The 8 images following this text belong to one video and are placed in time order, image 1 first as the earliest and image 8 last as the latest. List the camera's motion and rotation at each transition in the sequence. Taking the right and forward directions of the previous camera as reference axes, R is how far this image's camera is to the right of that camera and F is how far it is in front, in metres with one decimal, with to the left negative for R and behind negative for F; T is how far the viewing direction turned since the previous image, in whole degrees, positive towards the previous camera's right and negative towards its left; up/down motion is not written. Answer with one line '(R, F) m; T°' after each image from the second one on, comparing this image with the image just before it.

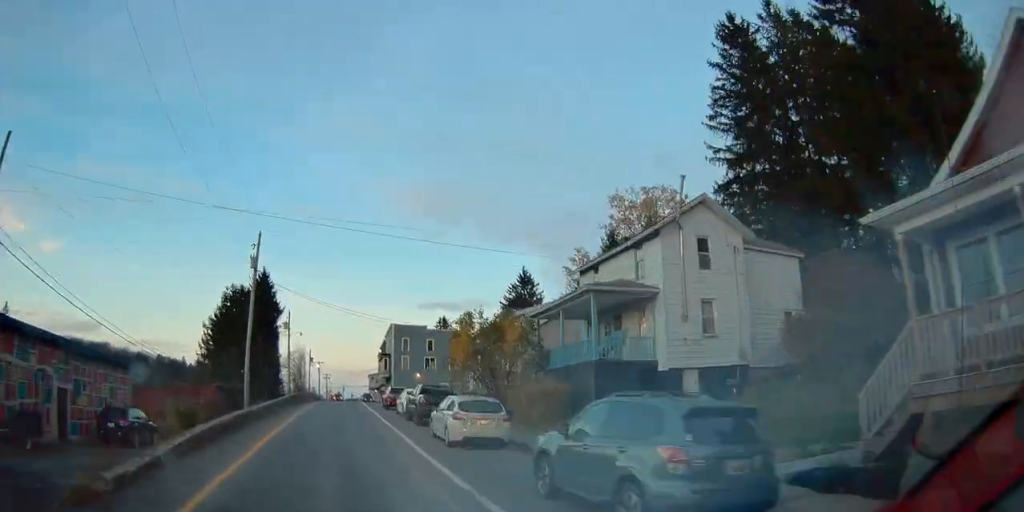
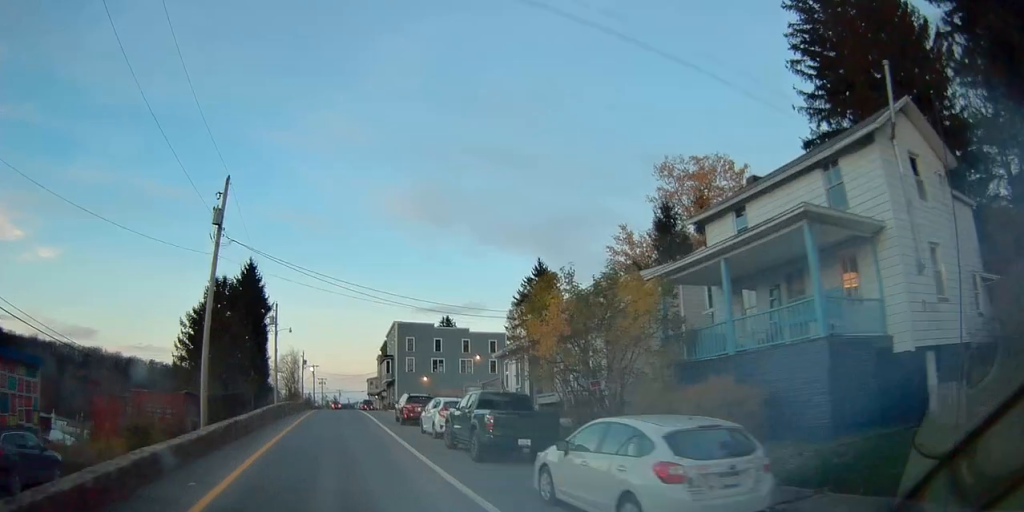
(0.0, +10.2) m; +2°
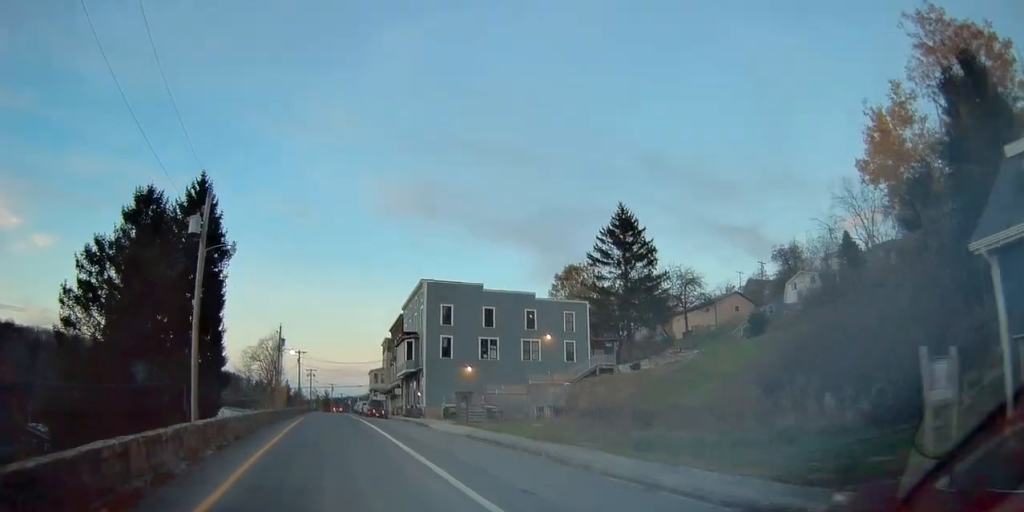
(+0.3, +28.9) m; +1°
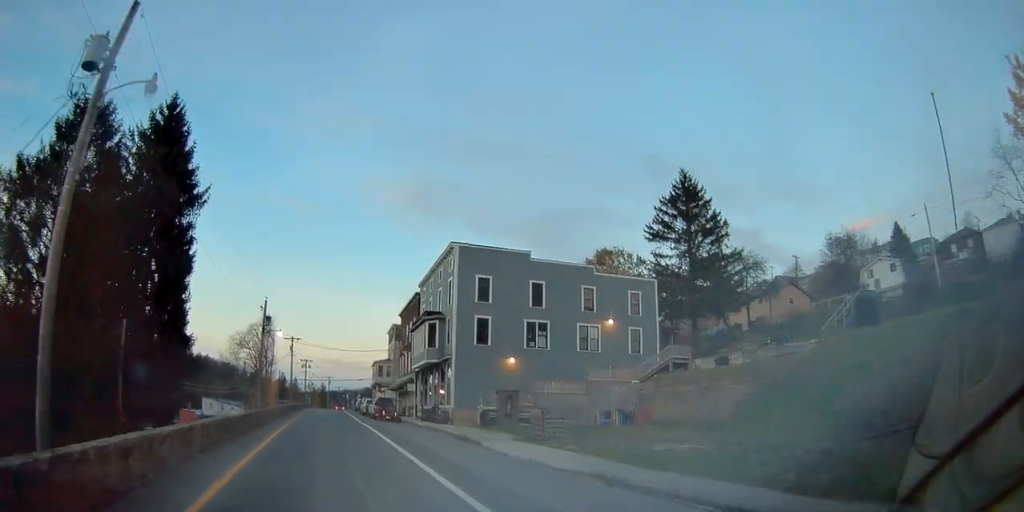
(+0.1, +12.5) m; 0°
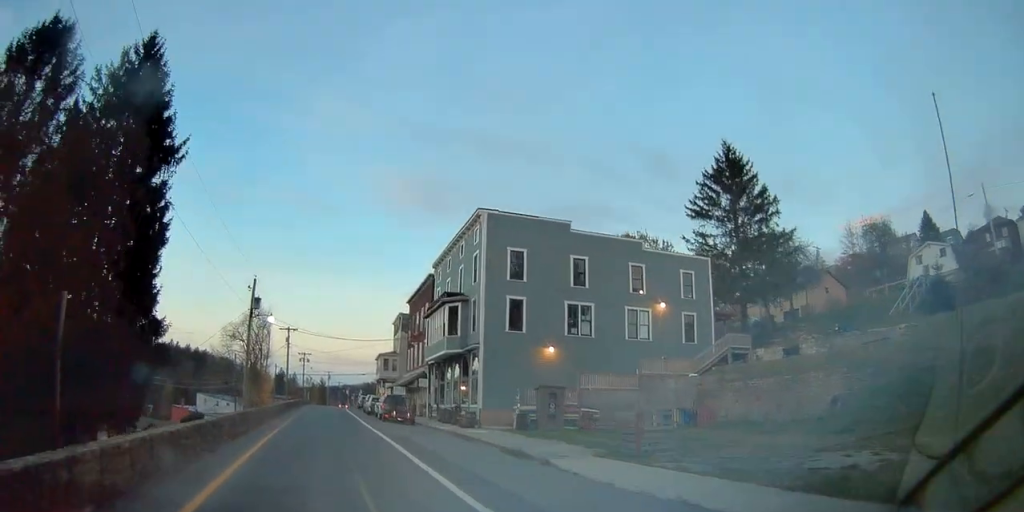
(-0.2, +7.0) m; 0°
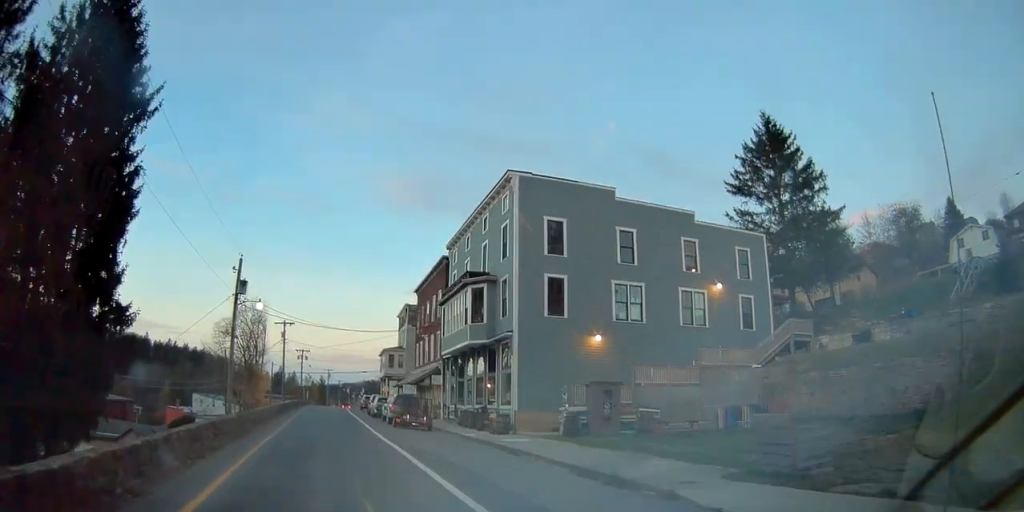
(+0.2, +5.9) m; +1°
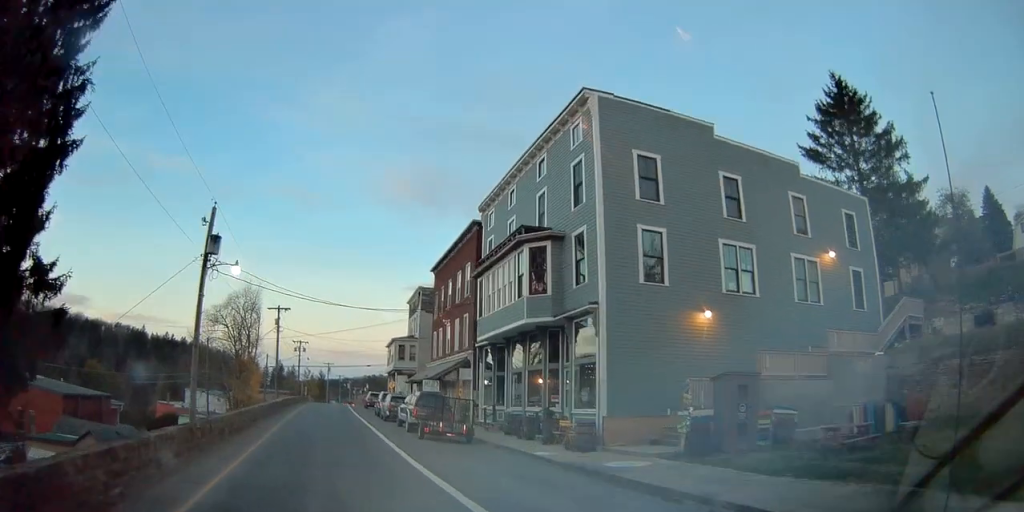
(+0.1, +8.4) m; 0°
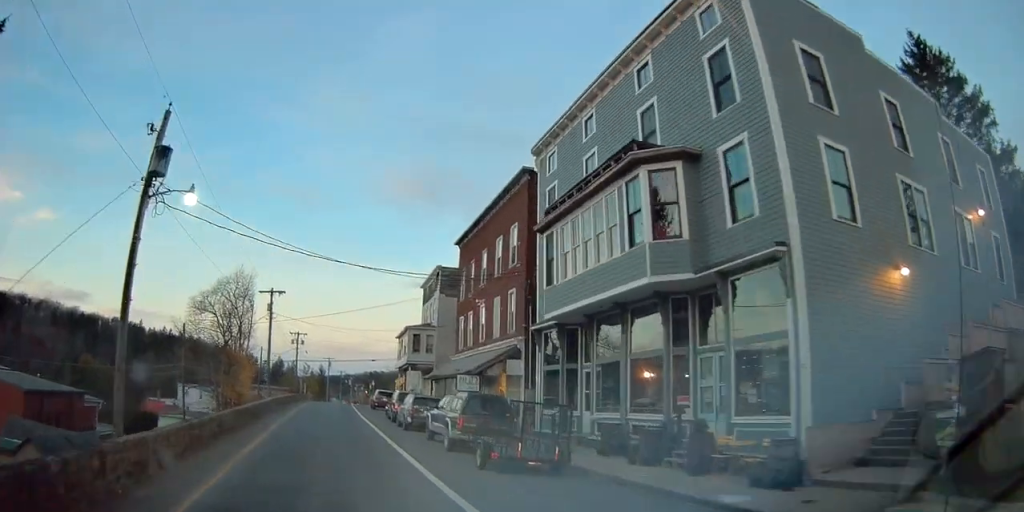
(0.0, +8.4) m; -1°
